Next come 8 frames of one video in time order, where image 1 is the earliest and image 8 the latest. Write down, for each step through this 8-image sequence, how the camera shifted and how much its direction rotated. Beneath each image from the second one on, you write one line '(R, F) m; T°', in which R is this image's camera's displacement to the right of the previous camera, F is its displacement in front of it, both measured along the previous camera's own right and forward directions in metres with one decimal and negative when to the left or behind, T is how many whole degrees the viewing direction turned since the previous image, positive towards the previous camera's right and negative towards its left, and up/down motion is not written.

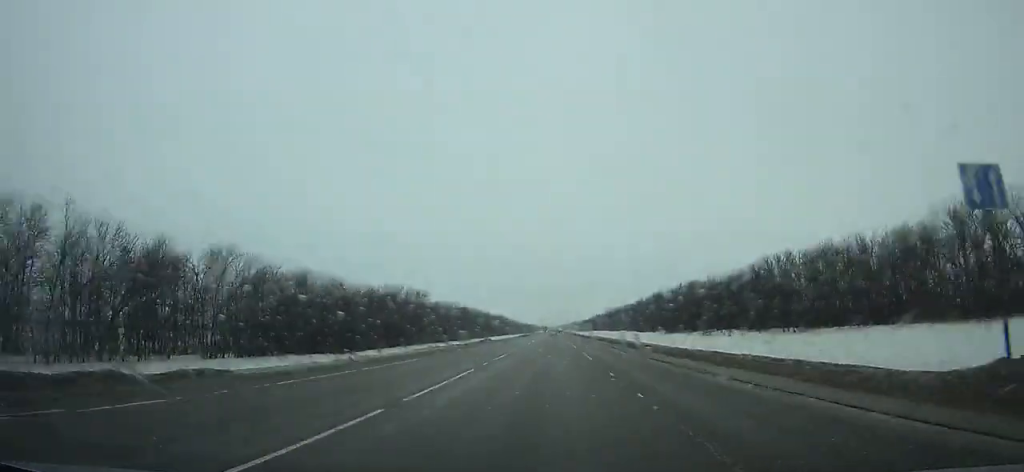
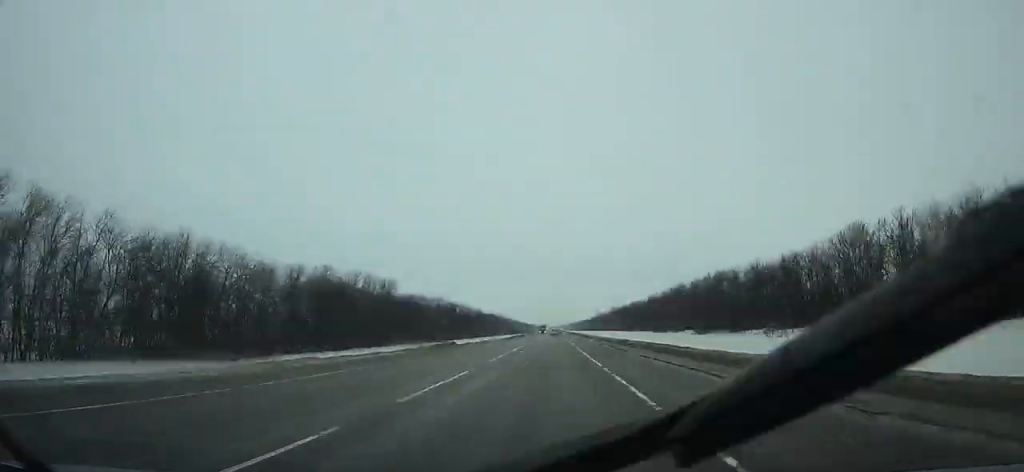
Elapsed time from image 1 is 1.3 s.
(+0.1, +36.4) m; 0°
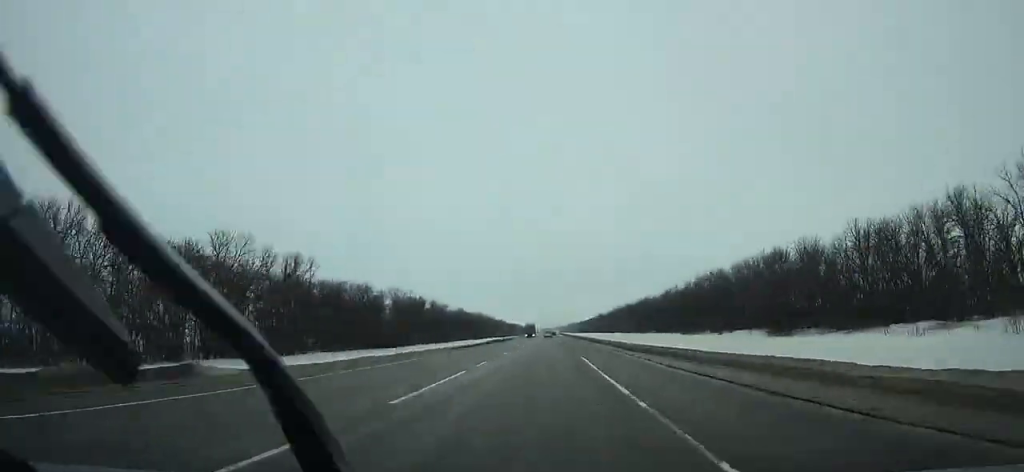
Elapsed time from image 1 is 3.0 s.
(+0.2, +47.7) m; 0°
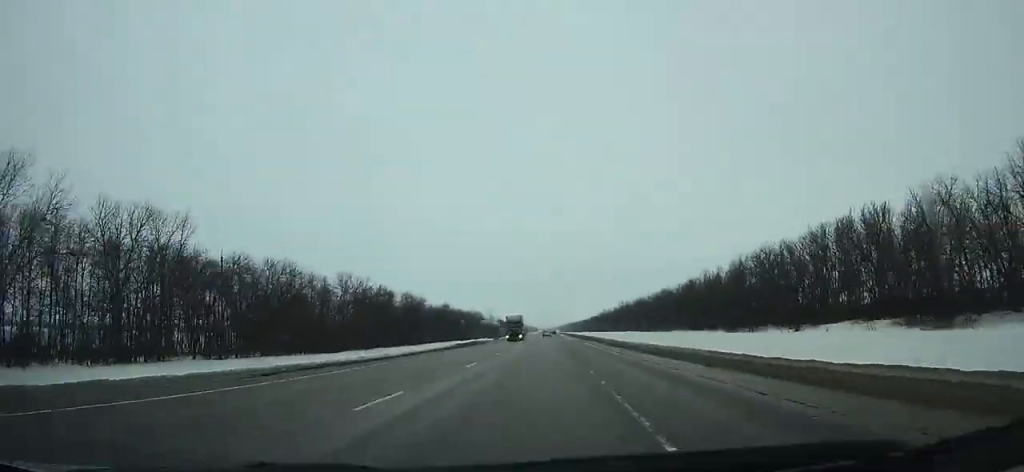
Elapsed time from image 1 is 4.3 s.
(-0.1, +36.6) m; 0°
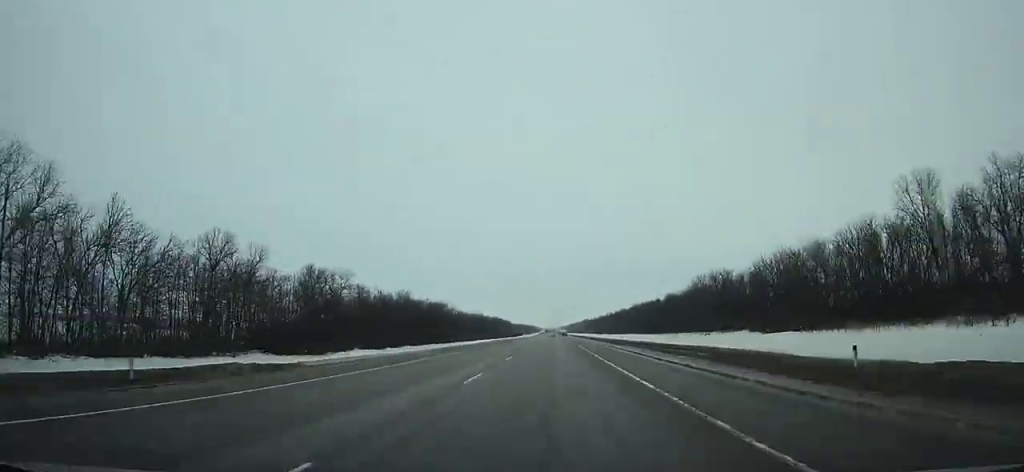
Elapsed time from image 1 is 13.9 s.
(-0.5, +270.9) m; 0°
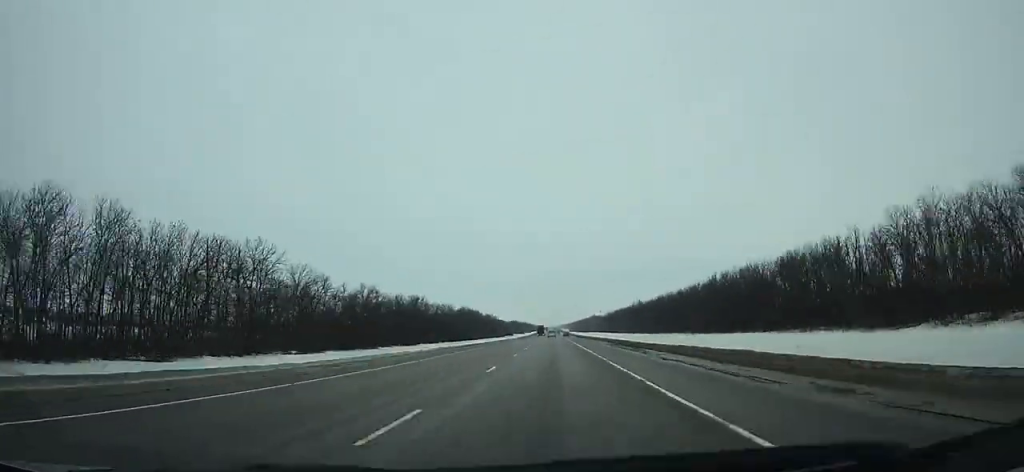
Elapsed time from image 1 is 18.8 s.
(0.0, +138.6) m; 0°
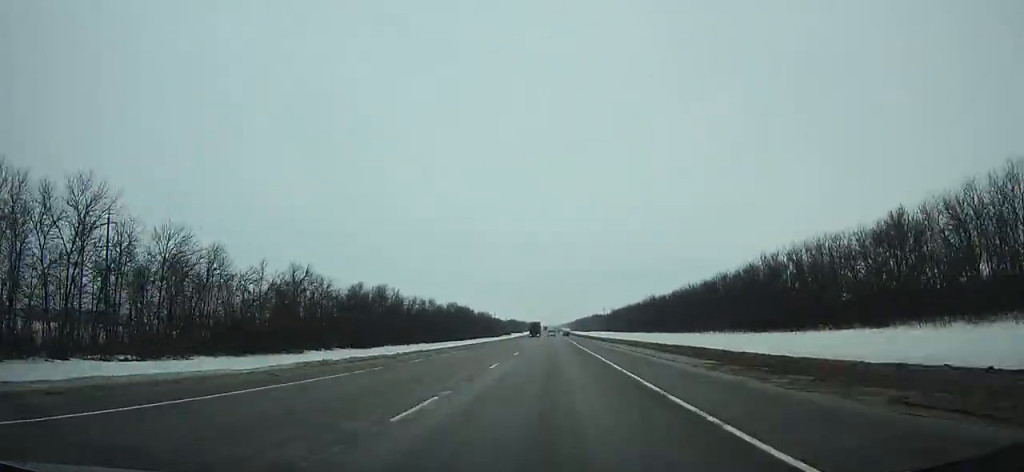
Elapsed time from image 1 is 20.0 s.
(0.0, +34.0) m; 0°
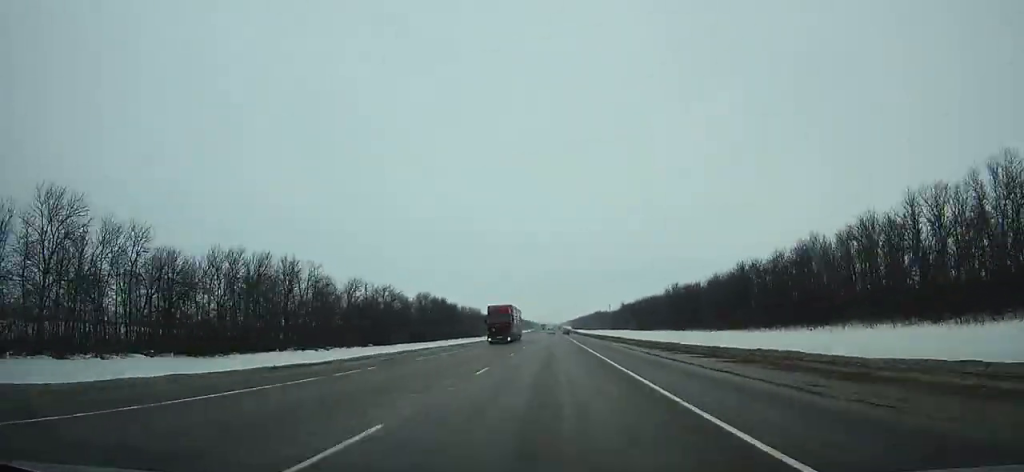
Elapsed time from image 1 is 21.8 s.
(0.0, +51.1) m; 0°
